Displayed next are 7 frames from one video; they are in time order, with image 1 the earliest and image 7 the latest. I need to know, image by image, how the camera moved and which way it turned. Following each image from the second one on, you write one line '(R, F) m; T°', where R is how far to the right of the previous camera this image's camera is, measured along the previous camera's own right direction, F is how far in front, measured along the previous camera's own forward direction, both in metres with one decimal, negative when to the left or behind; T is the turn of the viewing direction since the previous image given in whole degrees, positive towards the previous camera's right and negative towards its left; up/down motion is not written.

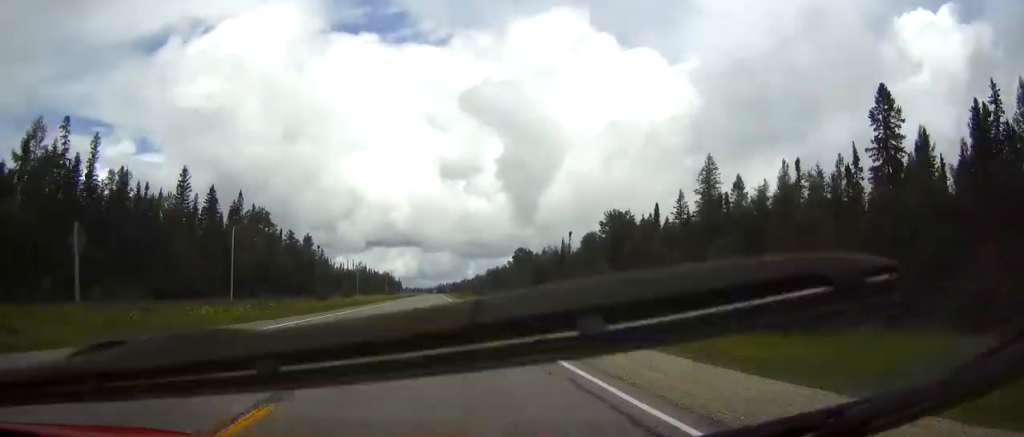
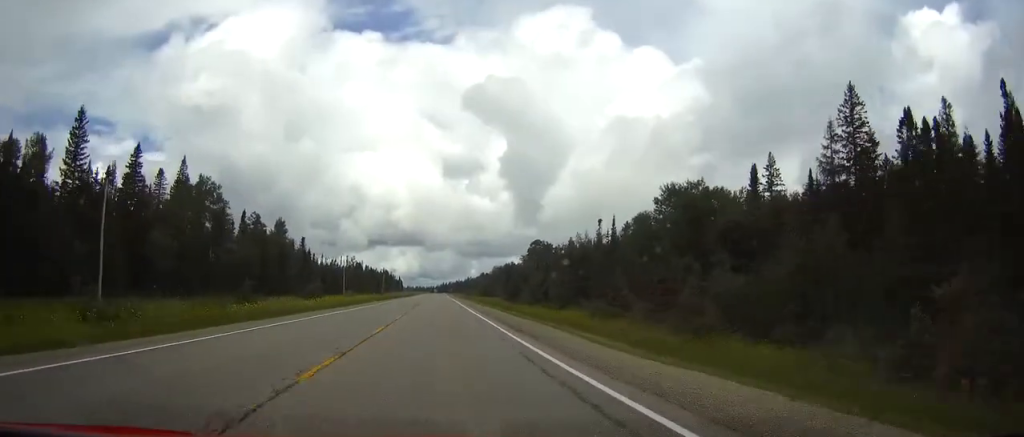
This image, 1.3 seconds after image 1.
(0.0, +40.0) m; 0°
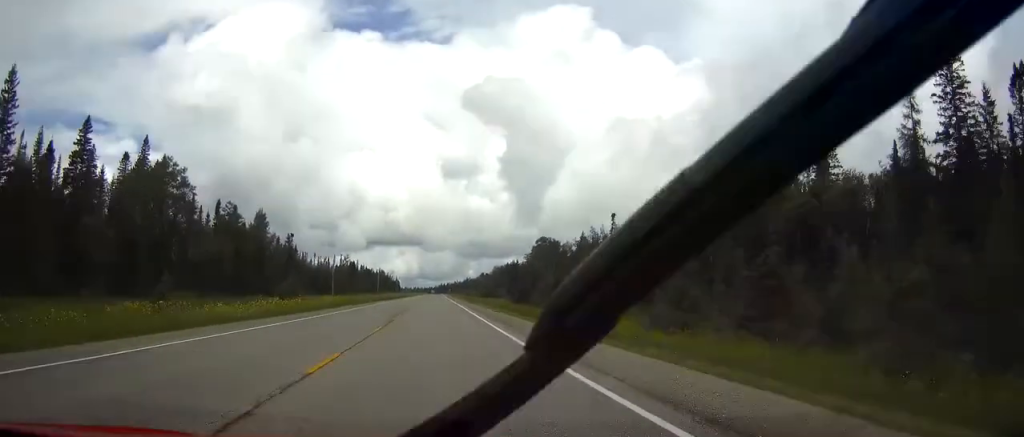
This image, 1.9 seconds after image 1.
(+0.1, +17.4) m; 0°
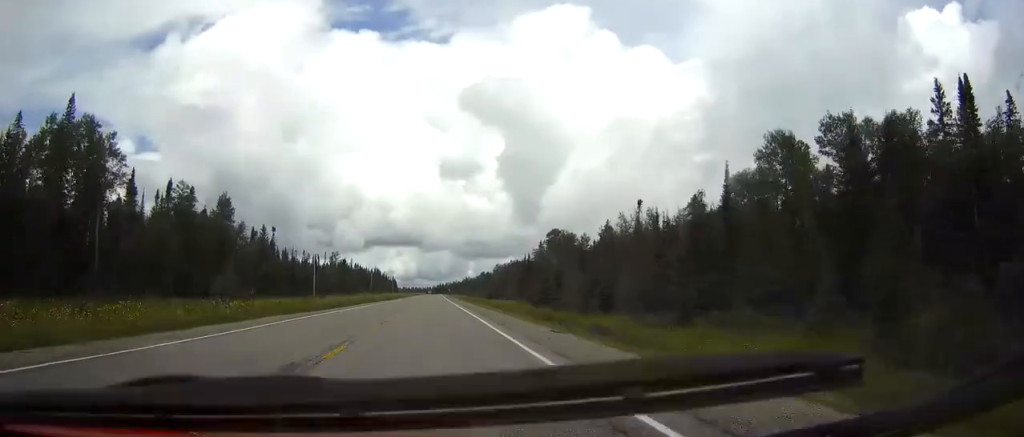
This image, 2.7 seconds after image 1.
(0.0, +25.5) m; 0°
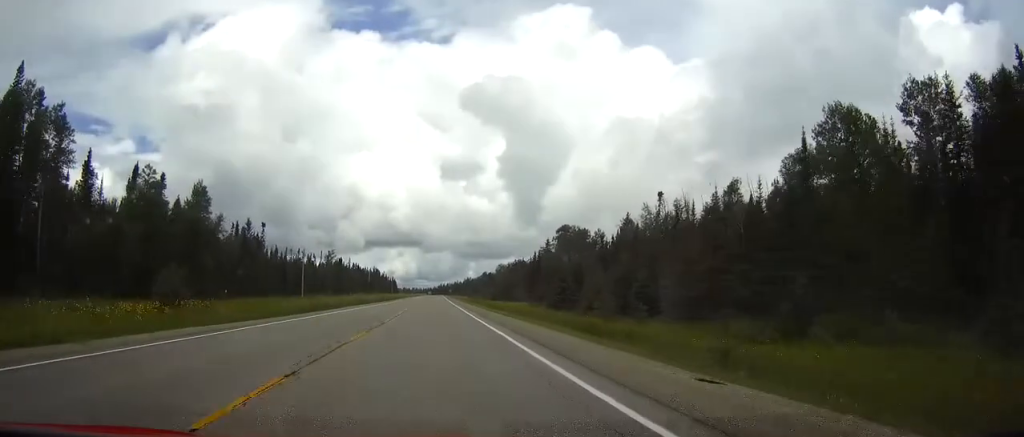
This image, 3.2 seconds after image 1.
(-0.1, +14.3) m; 0°
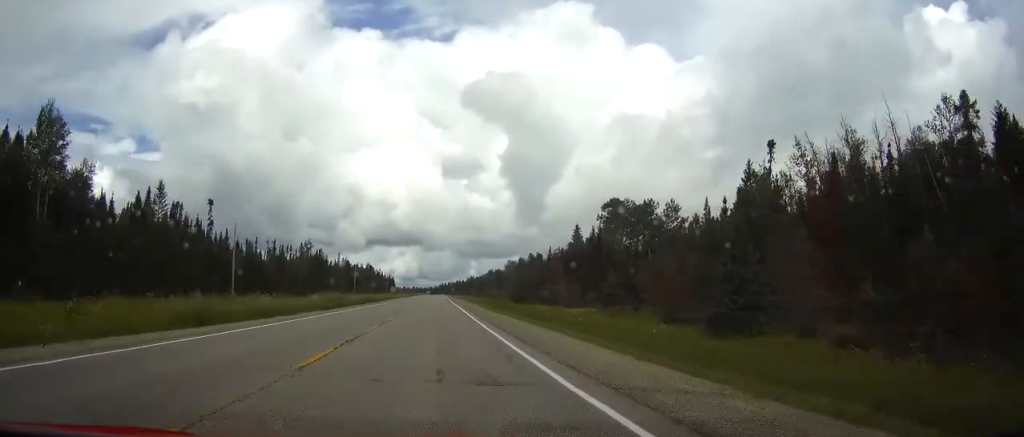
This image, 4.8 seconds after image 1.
(-0.1, +50.0) m; 0°
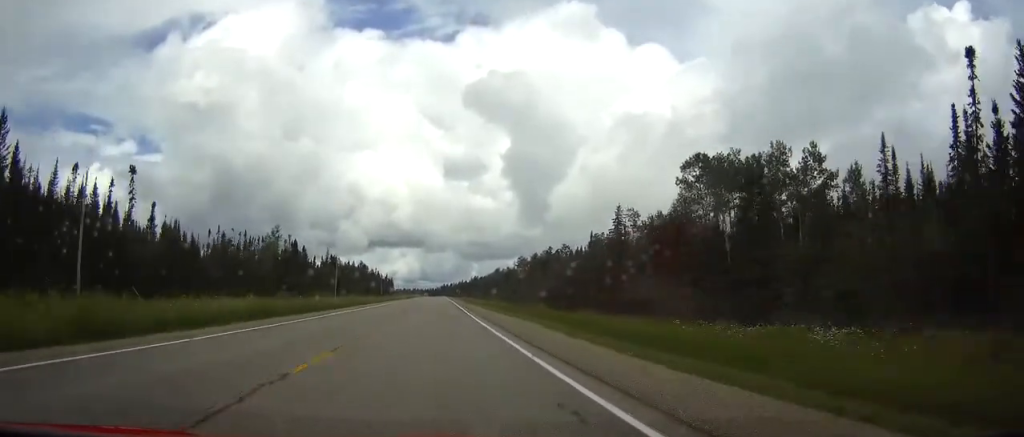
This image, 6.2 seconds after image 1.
(+0.1, +43.9) m; 0°
